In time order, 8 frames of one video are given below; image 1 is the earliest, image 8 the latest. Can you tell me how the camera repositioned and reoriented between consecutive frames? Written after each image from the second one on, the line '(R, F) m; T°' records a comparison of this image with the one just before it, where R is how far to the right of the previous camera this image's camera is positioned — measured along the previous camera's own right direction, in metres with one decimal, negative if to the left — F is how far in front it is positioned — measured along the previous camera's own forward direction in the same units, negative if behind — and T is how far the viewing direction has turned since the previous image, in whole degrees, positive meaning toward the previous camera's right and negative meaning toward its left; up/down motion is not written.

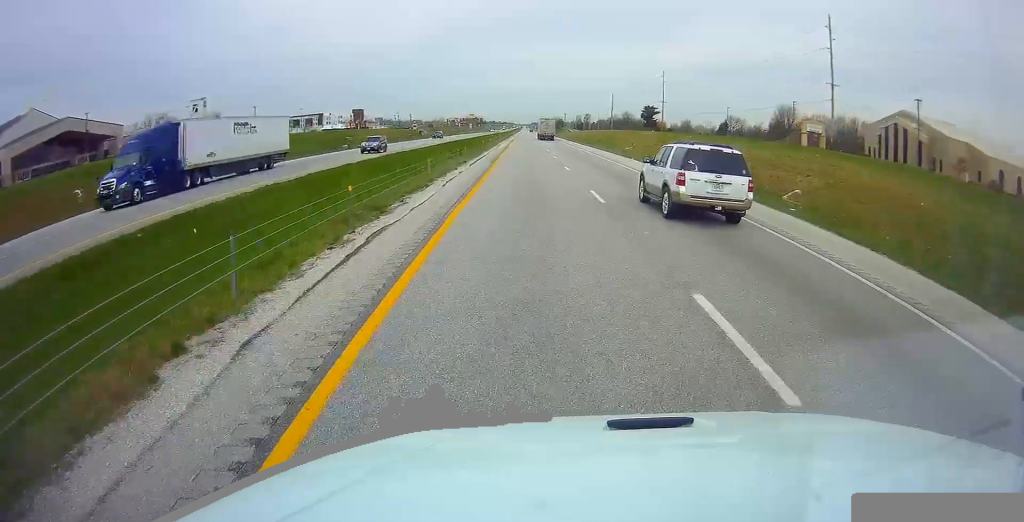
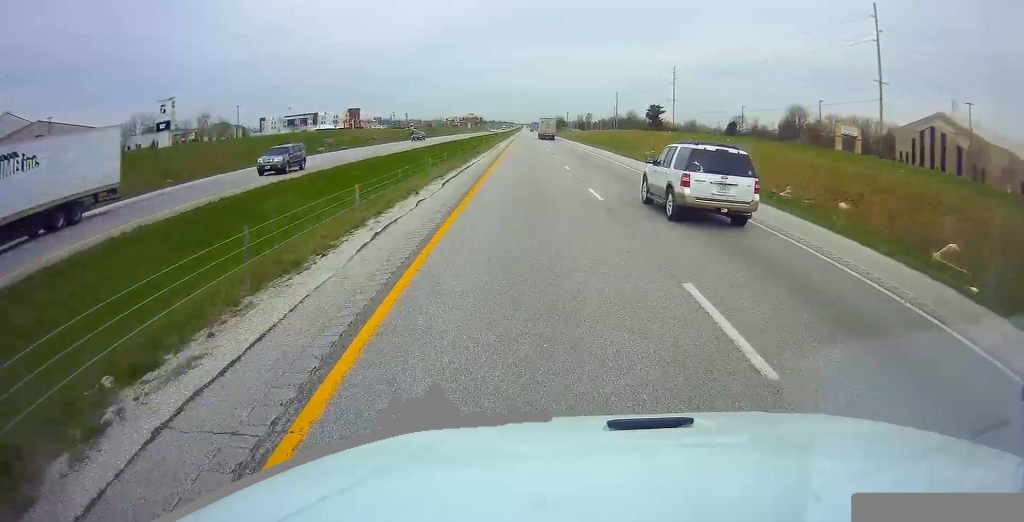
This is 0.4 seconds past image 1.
(0.0, +11.8) m; 0°
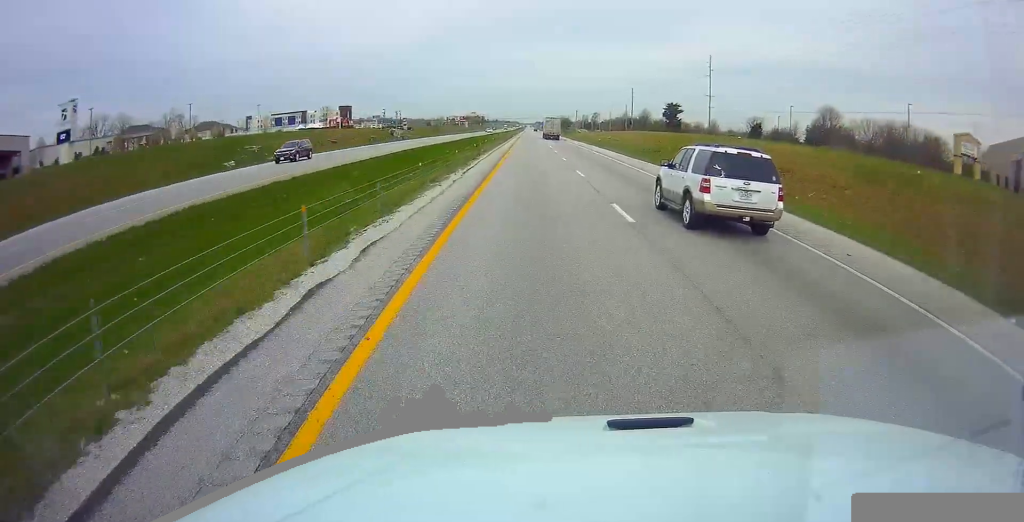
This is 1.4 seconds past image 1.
(-0.1, +28.5) m; 0°
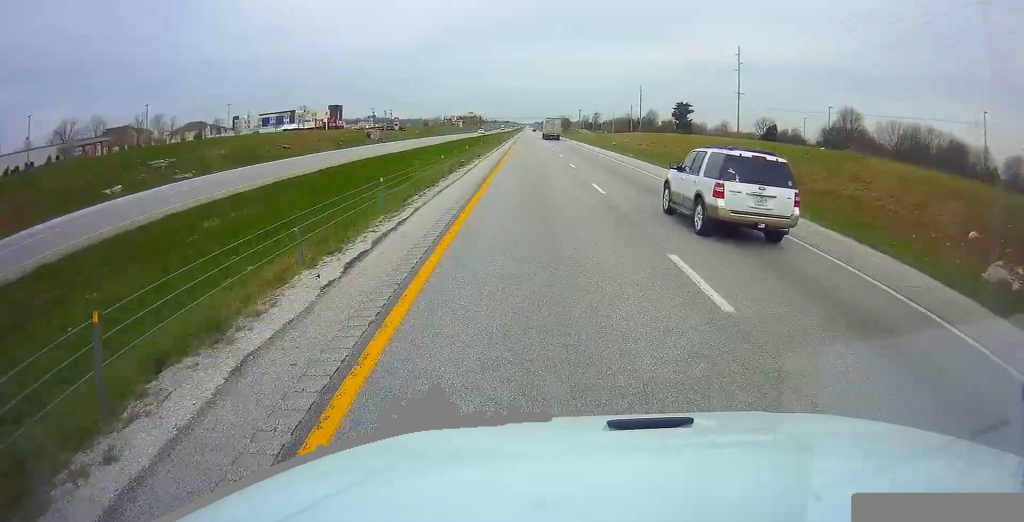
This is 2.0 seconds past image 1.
(-0.1, +18.6) m; 0°
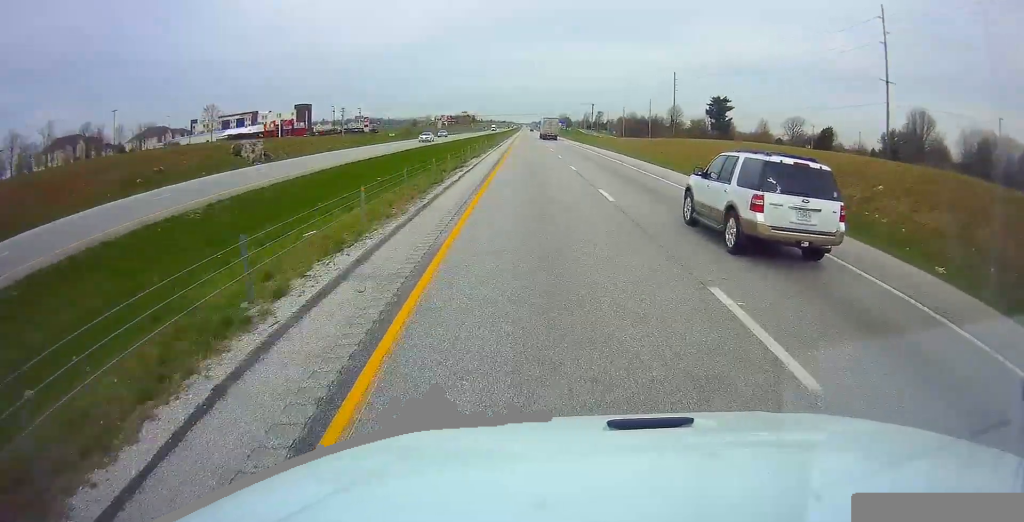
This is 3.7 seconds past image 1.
(+0.3, +50.7) m; 0°
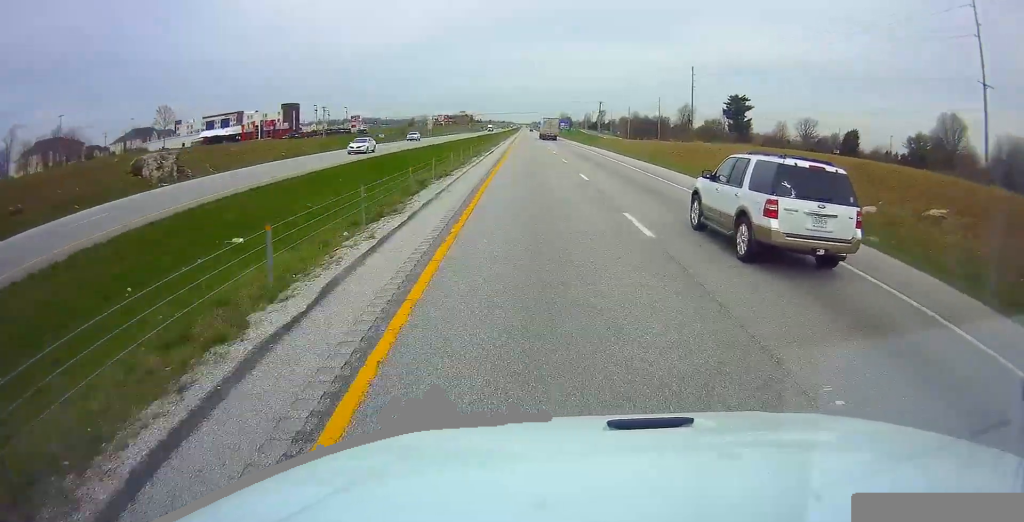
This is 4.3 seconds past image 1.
(0.0, +17.6) m; 0°
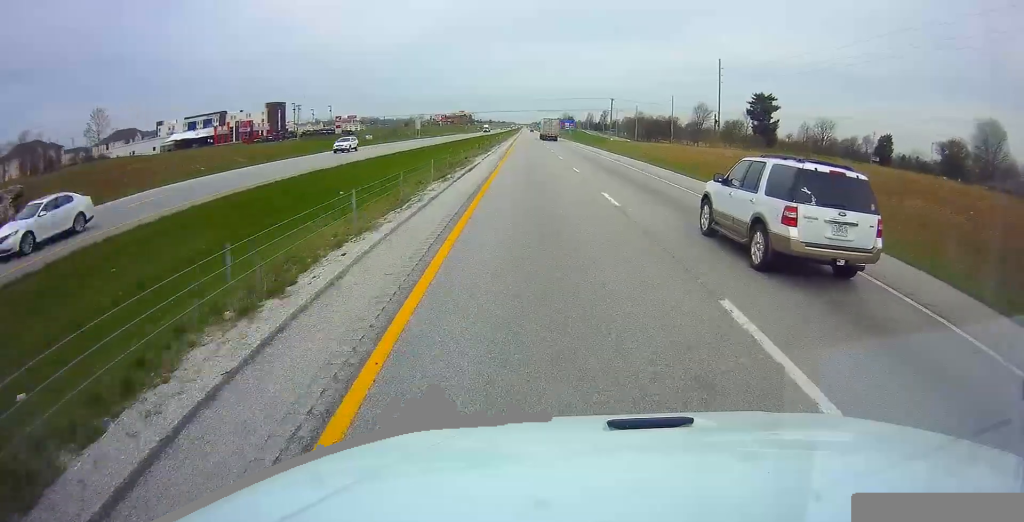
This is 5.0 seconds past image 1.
(0.0, +19.5) m; 0°
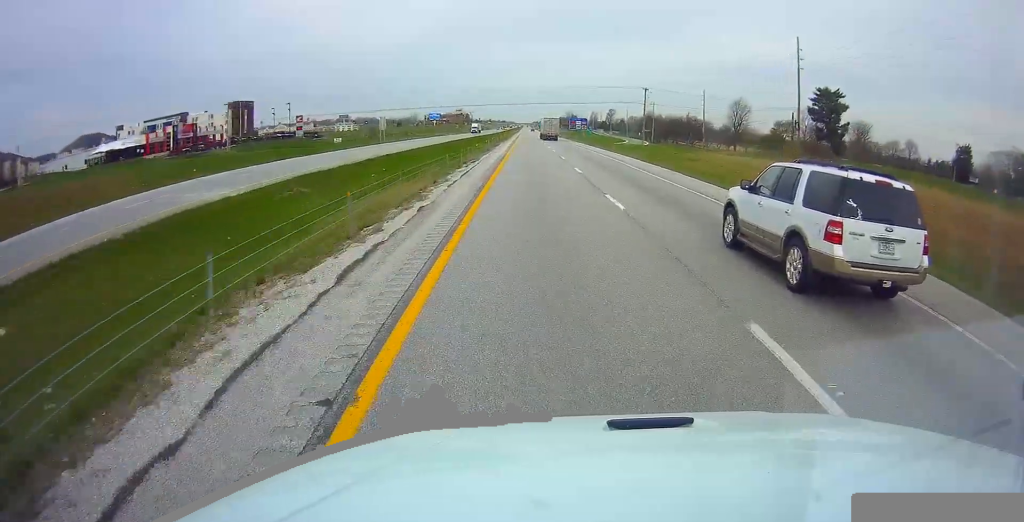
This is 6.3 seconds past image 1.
(0.0, +37.1) m; 0°
